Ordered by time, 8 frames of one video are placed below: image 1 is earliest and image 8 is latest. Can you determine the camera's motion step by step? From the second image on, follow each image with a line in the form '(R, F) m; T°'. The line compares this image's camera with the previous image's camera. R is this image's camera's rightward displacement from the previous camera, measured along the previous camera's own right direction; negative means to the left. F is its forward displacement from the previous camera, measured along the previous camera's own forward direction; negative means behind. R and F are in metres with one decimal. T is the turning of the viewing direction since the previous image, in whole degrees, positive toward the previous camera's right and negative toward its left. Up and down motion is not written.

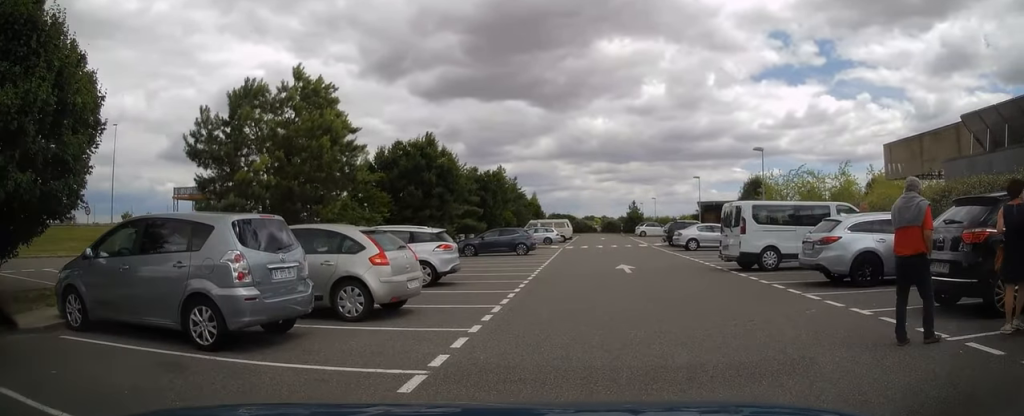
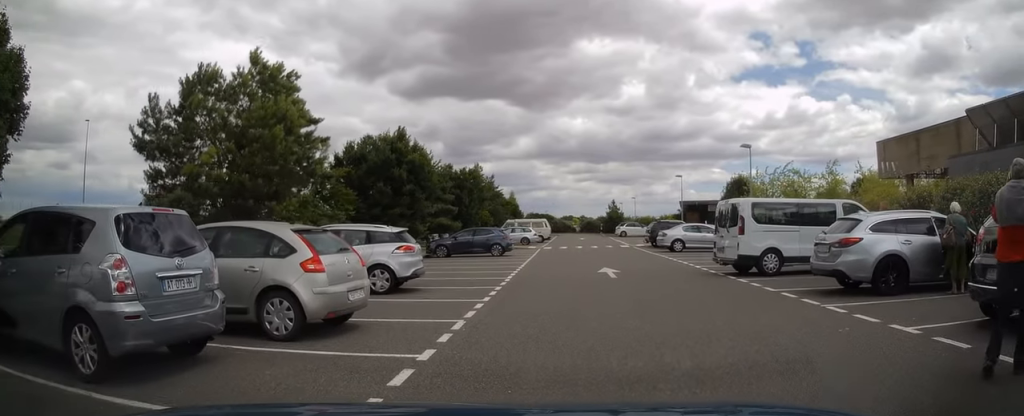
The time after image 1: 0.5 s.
(+0.1, +3.9) m; +1°
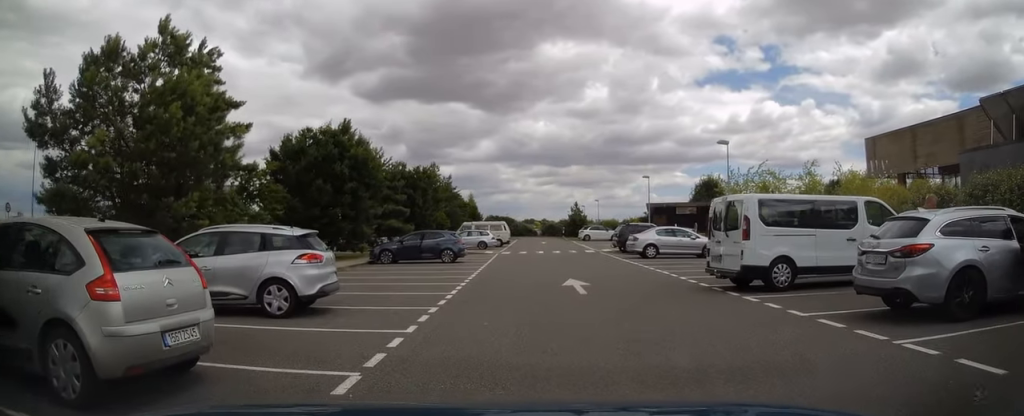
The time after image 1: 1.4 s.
(+0.1, +8.7) m; +1°
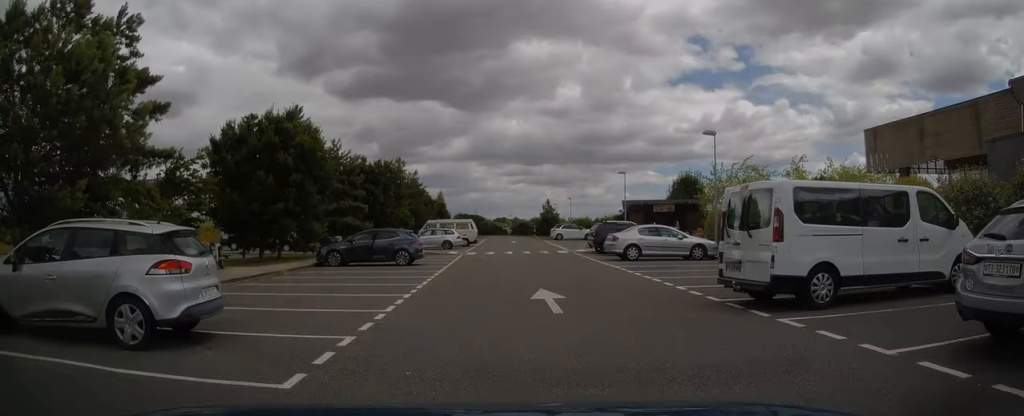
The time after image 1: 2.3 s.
(0.0, +9.3) m; 0°
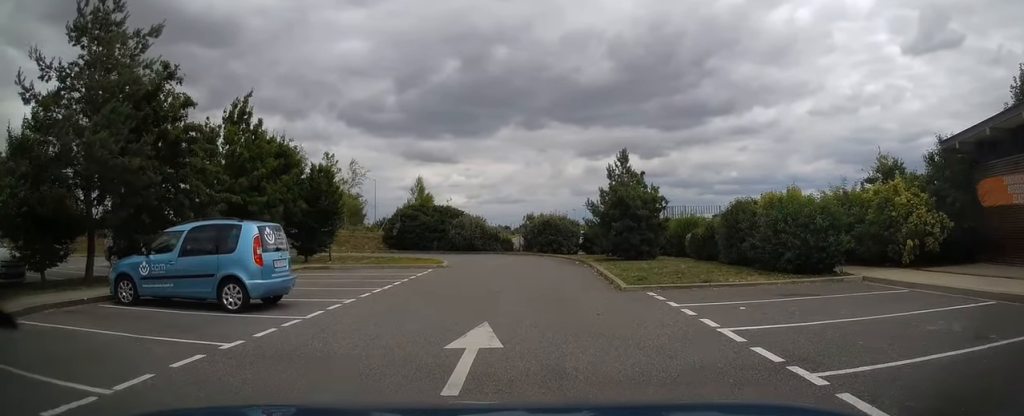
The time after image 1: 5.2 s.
(-3.4, +24.5) m; -16°
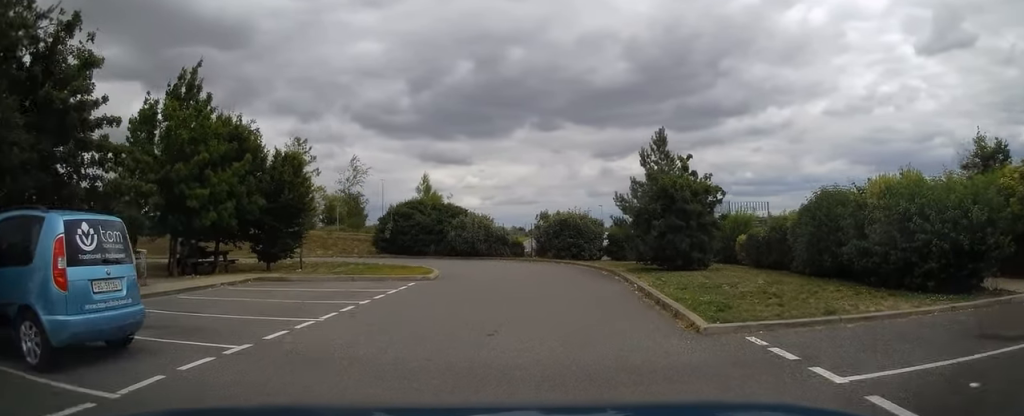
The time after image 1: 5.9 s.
(+0.1, +6.2) m; +3°
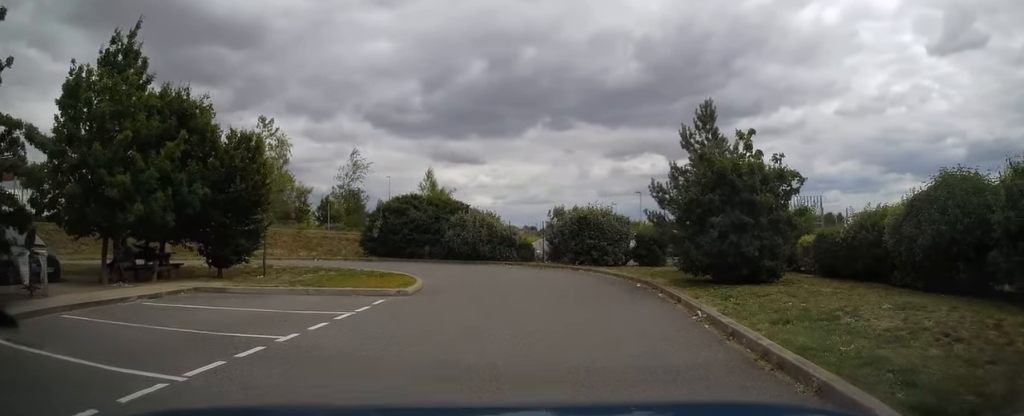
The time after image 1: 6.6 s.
(+0.2, +4.8) m; +2°
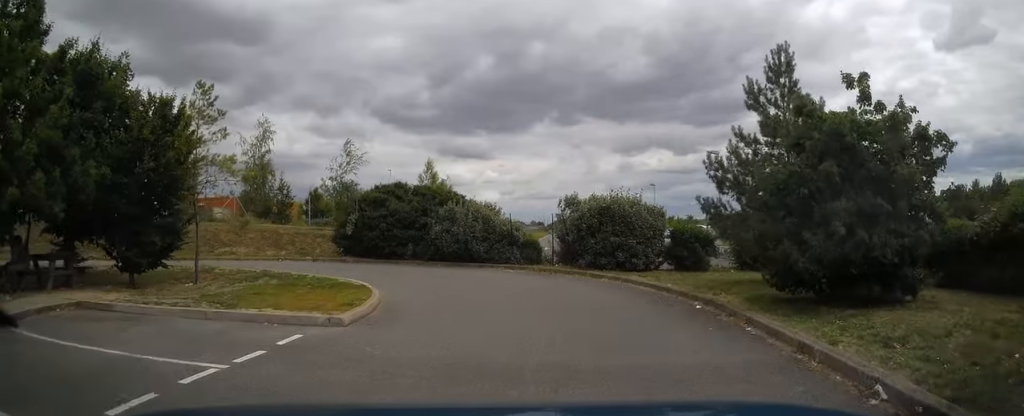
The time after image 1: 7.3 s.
(+0.1, +4.9) m; 0°
